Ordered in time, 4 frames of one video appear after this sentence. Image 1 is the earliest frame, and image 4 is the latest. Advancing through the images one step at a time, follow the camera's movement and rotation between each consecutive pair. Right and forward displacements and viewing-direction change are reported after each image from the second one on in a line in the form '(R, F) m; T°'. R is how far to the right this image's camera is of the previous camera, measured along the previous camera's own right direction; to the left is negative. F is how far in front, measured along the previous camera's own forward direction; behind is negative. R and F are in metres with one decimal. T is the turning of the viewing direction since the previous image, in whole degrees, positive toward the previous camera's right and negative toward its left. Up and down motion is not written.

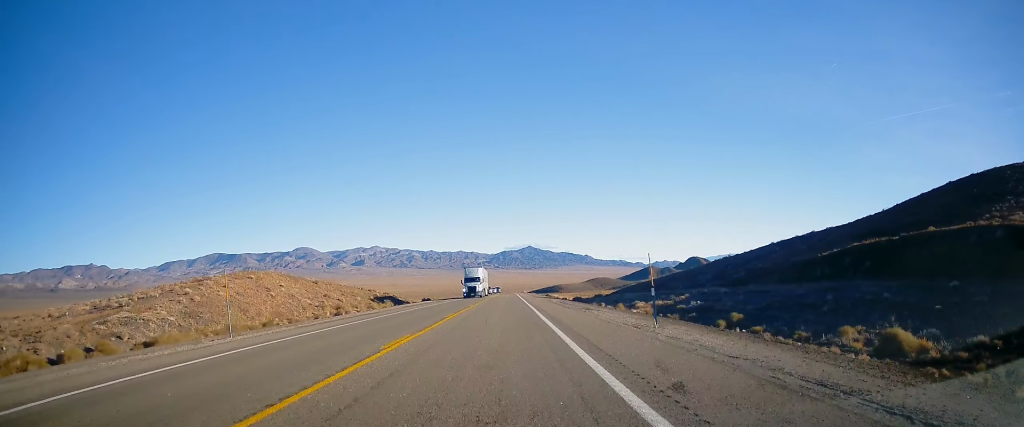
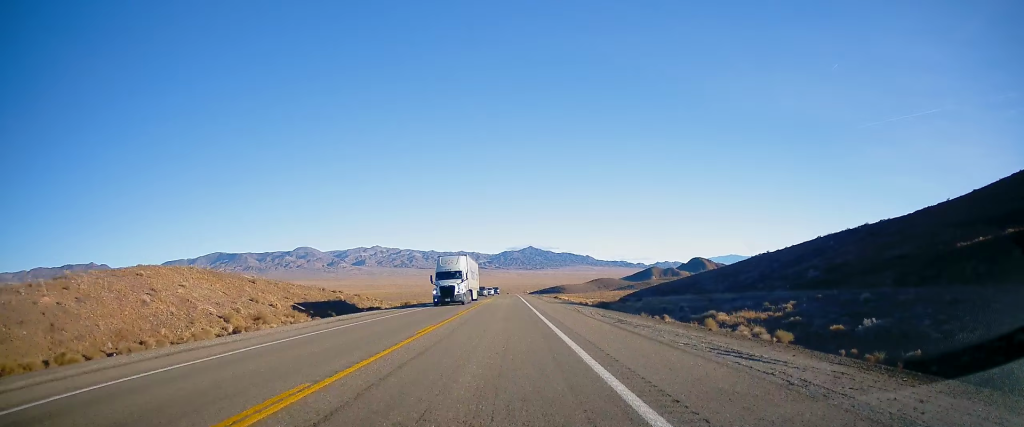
(0.0, +19.3) m; 0°
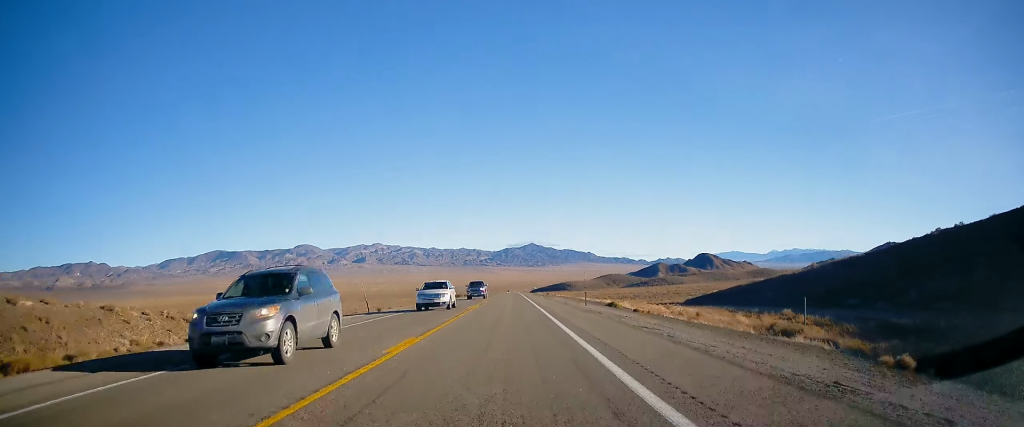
(-0.3, +52.7) m; -1°
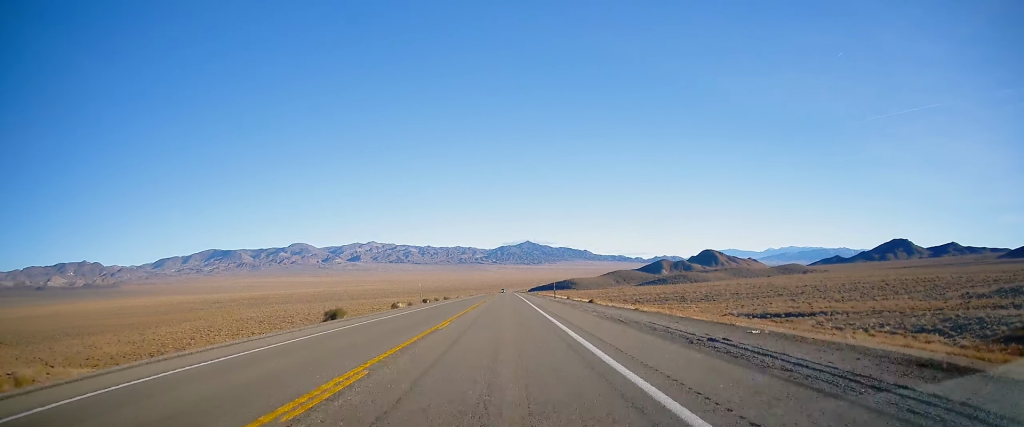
(+0.2, +77.5) m; +1°
